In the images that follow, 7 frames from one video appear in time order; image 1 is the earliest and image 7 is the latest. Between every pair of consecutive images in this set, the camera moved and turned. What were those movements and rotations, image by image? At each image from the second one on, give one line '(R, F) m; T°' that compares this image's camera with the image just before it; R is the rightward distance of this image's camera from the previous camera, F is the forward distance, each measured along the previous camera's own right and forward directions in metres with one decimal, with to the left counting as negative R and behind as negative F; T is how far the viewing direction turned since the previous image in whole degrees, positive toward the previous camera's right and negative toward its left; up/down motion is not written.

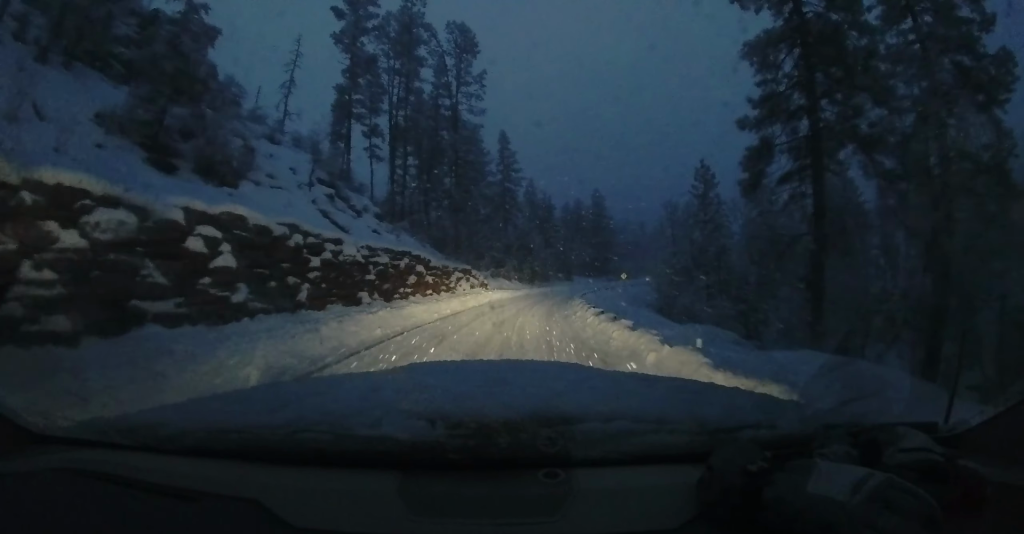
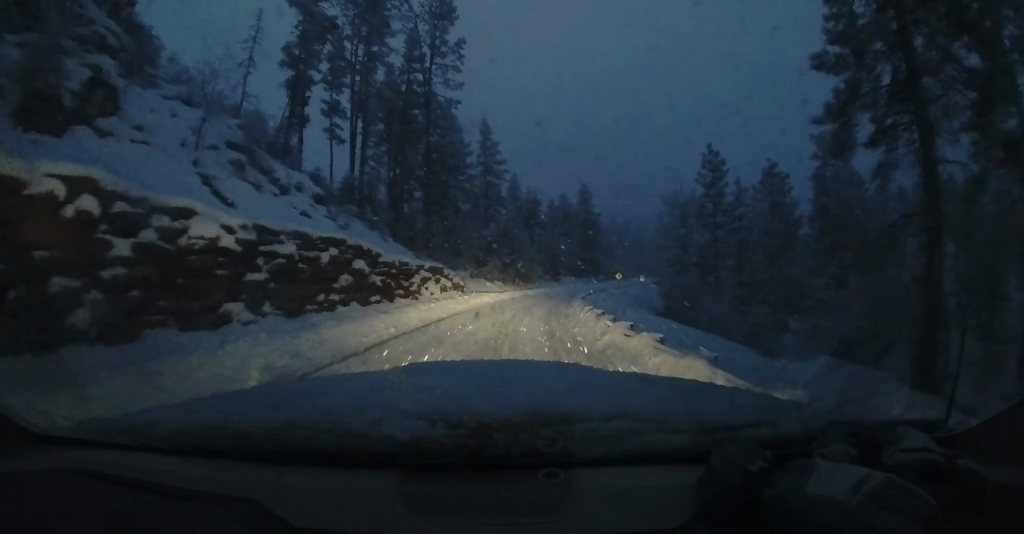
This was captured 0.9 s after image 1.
(+0.4, +6.2) m; +3°
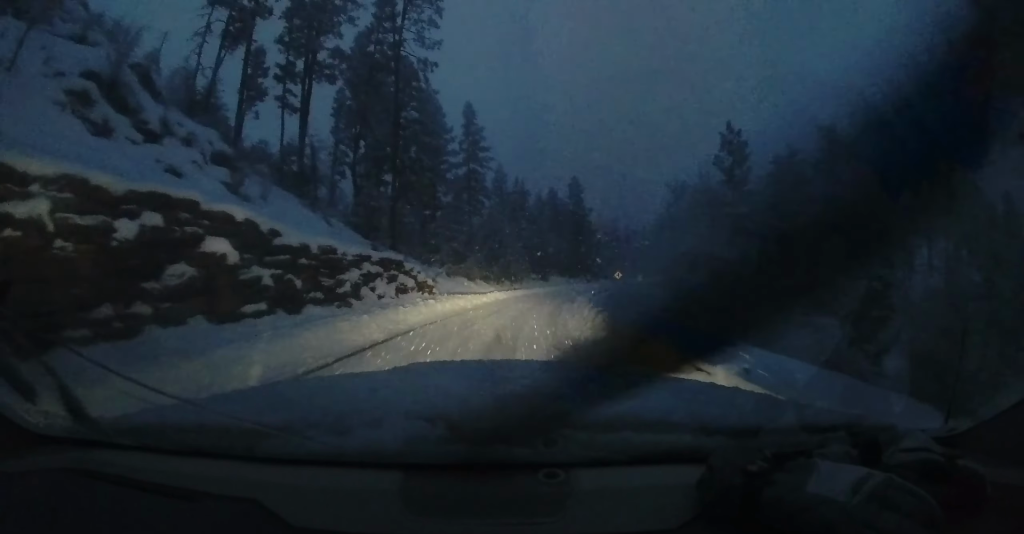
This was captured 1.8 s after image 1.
(0.0, +6.7) m; +1°
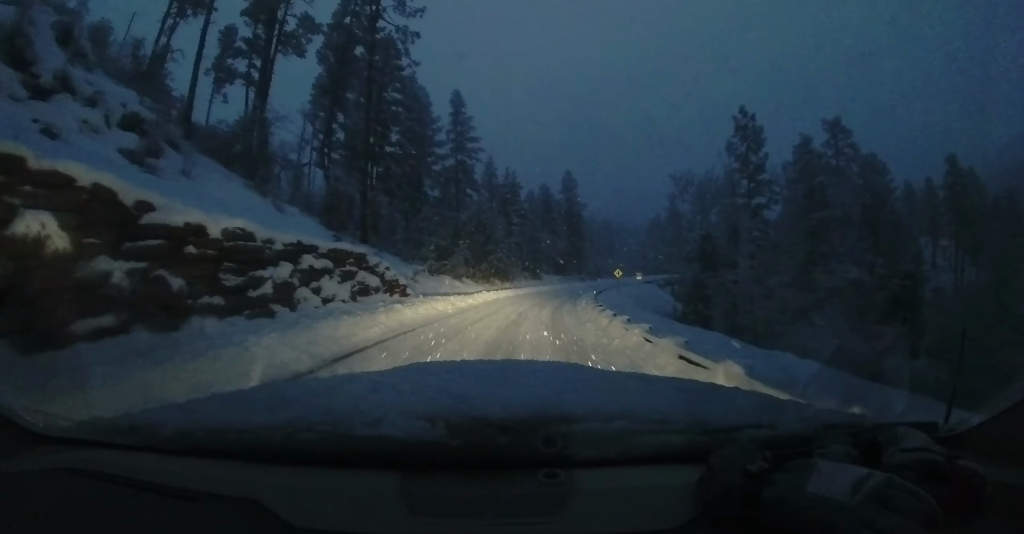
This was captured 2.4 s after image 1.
(-0.1, +4.0) m; +1°
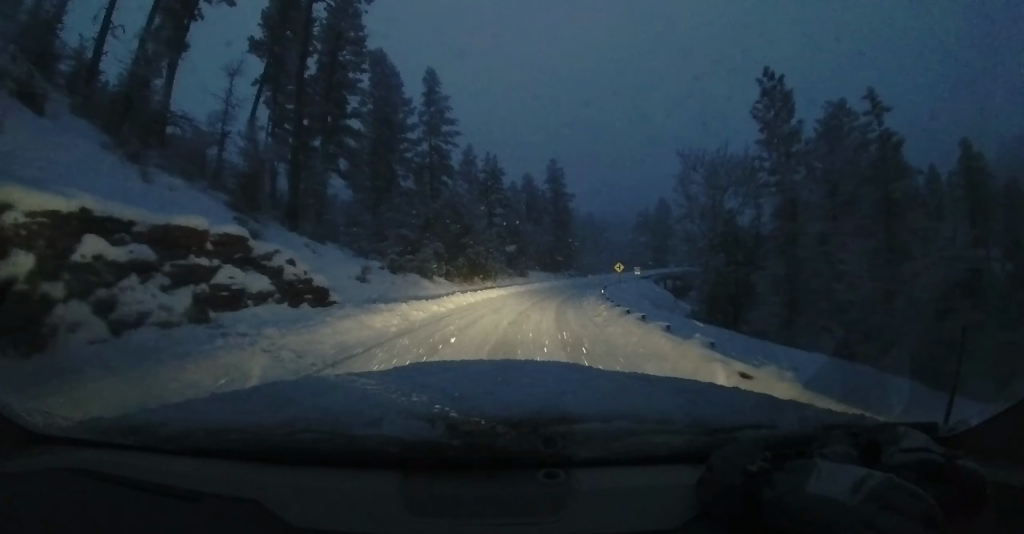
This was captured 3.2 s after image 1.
(+0.3, +6.5) m; +7°
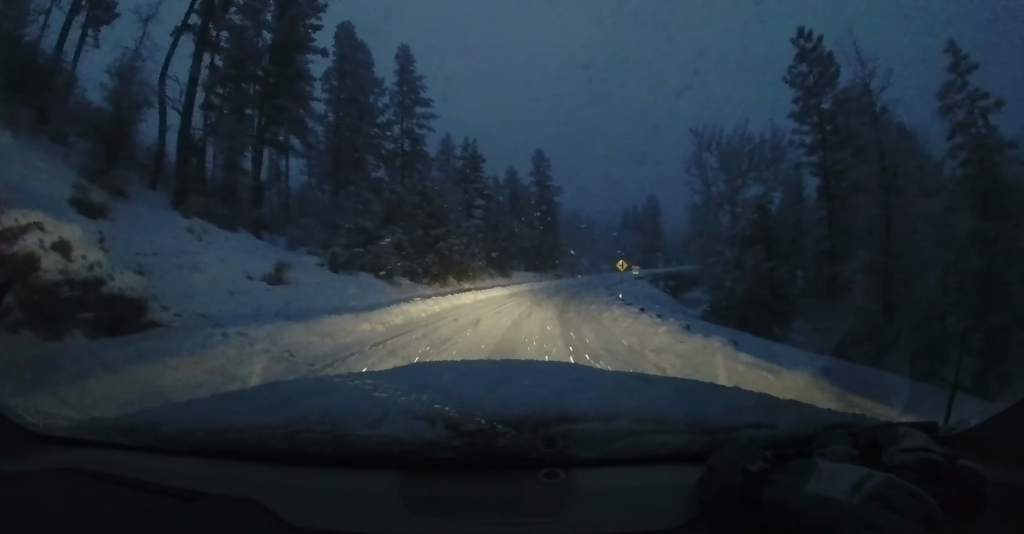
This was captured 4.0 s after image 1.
(+0.5, +6.3) m; +4°
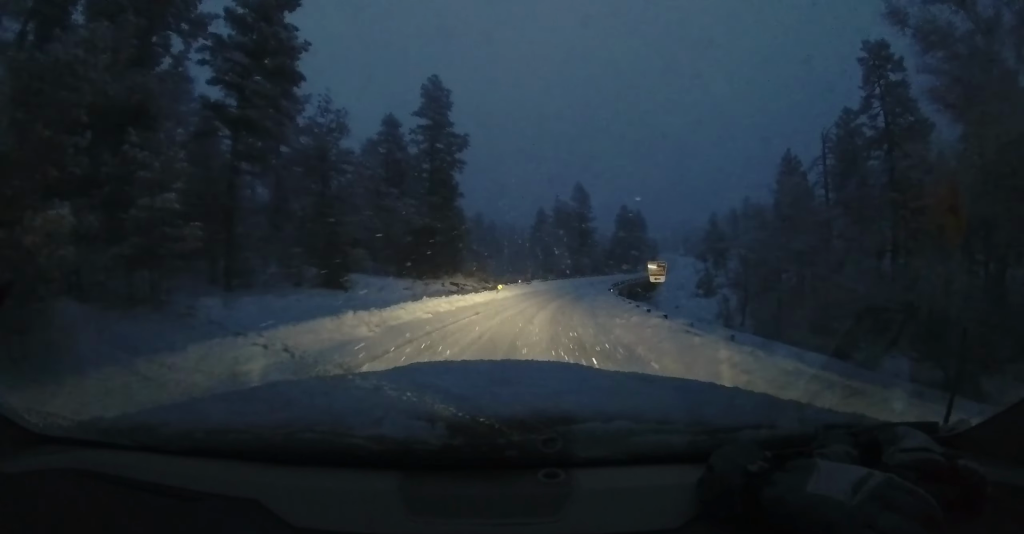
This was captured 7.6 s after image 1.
(+4.0, +28.3) m; +16°
